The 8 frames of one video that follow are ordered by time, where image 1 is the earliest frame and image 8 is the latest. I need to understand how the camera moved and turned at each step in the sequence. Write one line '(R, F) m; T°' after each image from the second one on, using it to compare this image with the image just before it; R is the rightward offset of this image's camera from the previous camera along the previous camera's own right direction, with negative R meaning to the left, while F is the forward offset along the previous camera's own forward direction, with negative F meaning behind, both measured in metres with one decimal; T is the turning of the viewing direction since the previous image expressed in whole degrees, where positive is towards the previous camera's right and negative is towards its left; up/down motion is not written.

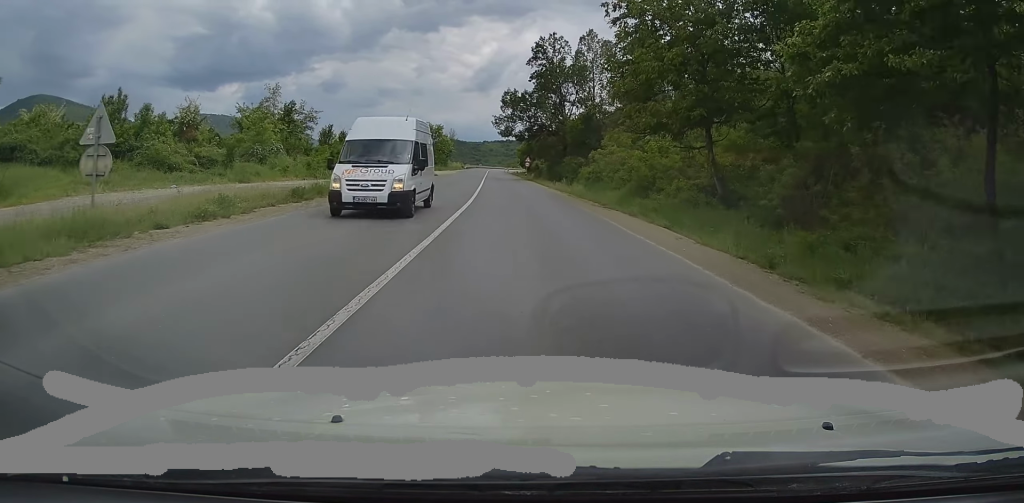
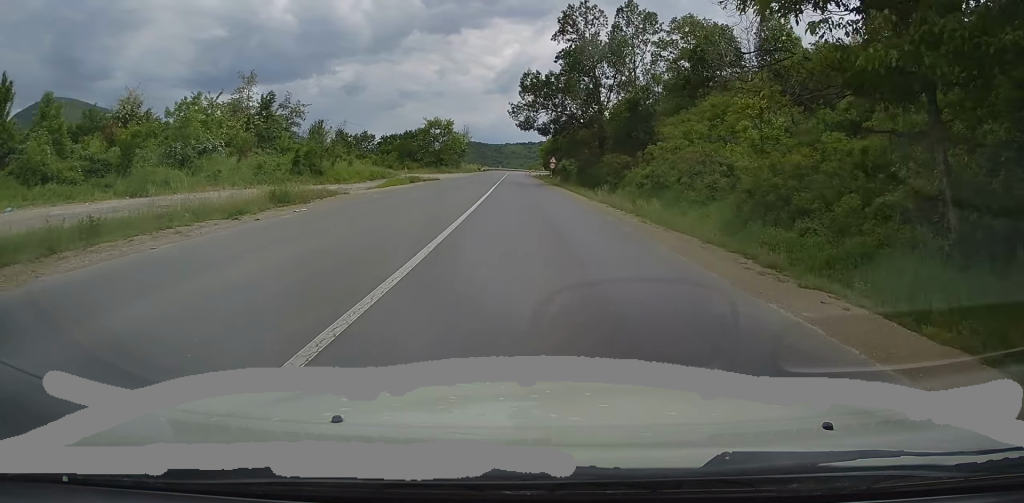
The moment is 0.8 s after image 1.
(-0.4, +15.7) m; -3°
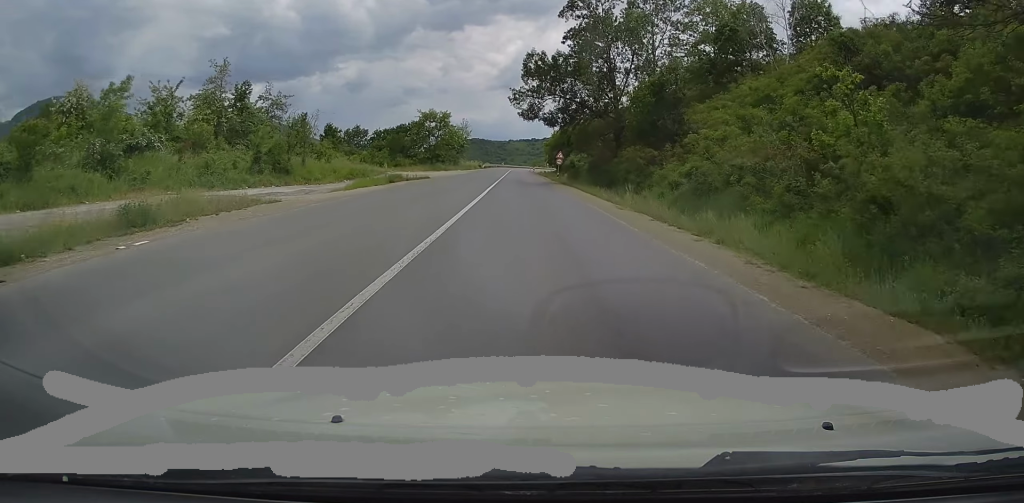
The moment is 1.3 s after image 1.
(-0.1, +8.1) m; -1°
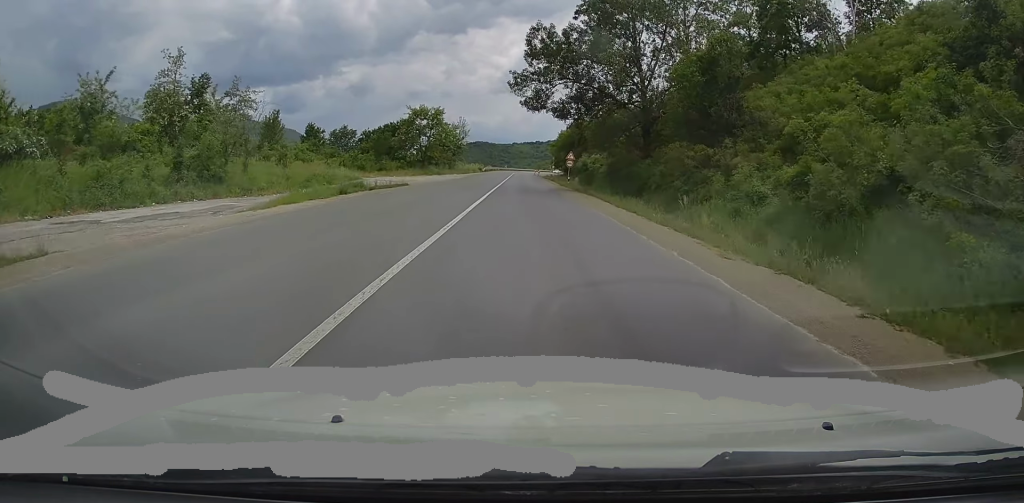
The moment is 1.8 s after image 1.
(-0.3, +10.6) m; -1°
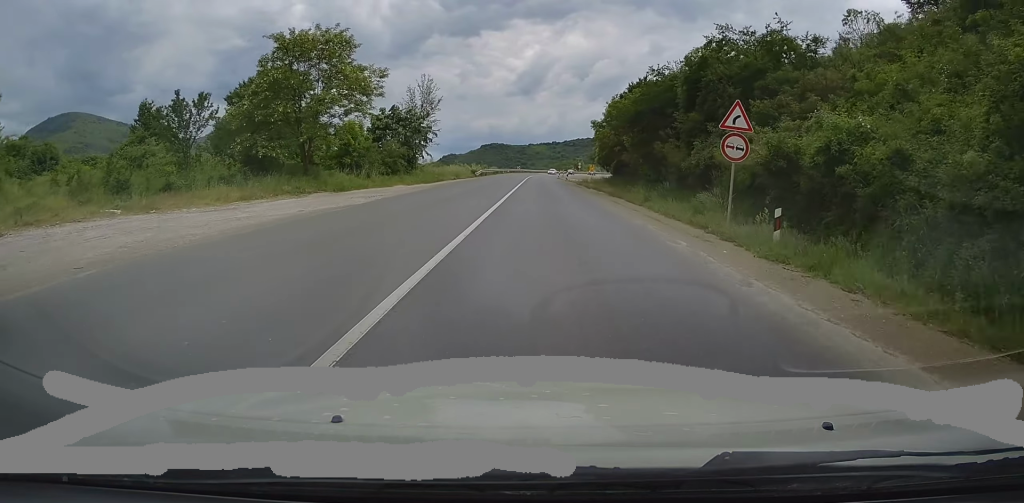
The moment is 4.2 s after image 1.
(-0.2, +44.4) m; 0°
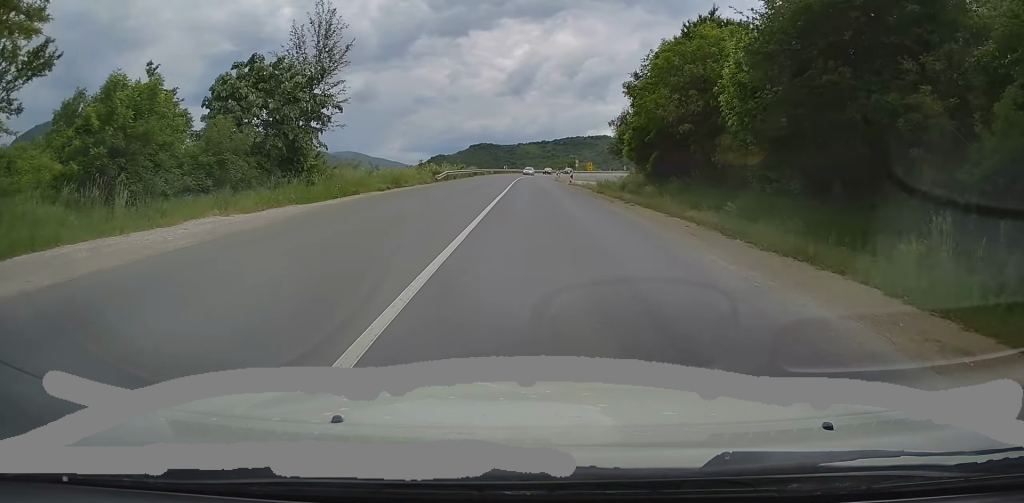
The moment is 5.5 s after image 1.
(+0.3, +23.1) m; 0°
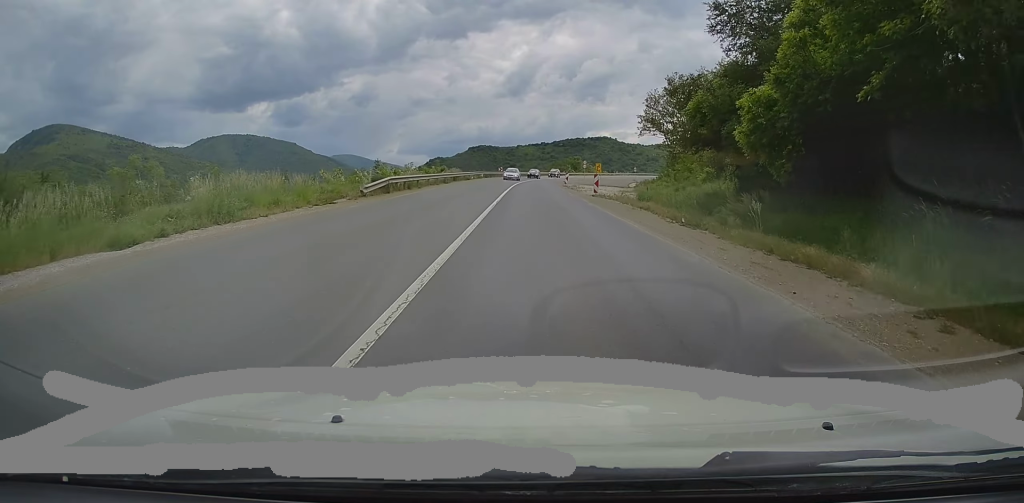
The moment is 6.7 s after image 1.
(-0.1, +21.1) m; 0°
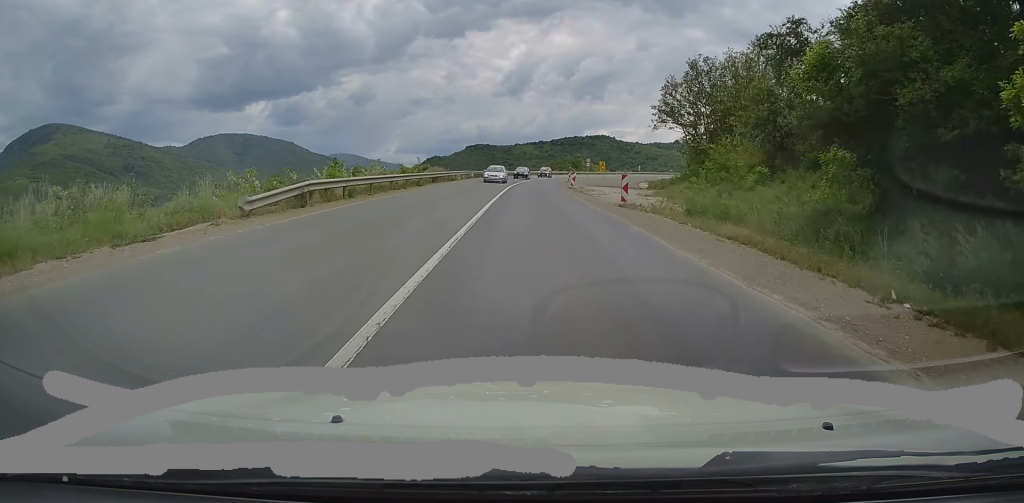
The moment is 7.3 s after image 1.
(0.0, +11.2) m; 0°
